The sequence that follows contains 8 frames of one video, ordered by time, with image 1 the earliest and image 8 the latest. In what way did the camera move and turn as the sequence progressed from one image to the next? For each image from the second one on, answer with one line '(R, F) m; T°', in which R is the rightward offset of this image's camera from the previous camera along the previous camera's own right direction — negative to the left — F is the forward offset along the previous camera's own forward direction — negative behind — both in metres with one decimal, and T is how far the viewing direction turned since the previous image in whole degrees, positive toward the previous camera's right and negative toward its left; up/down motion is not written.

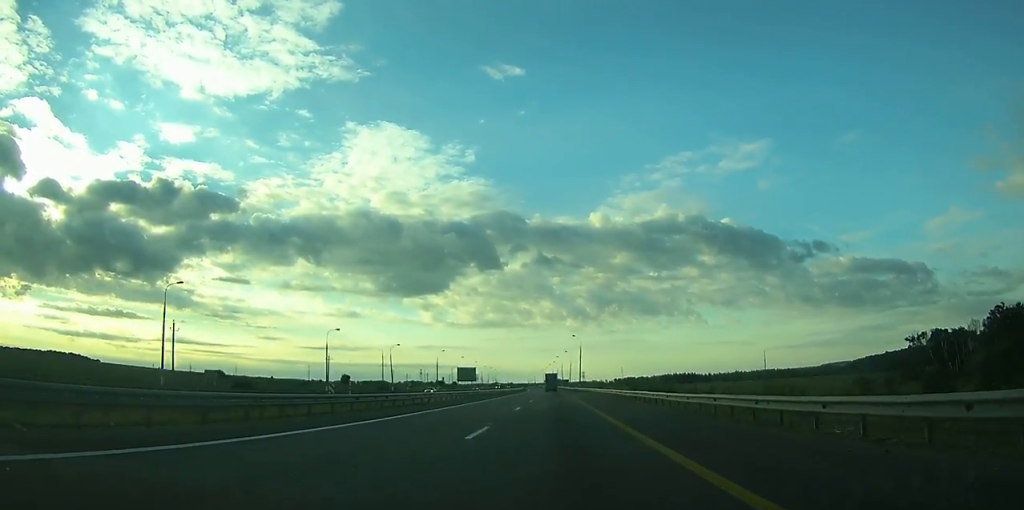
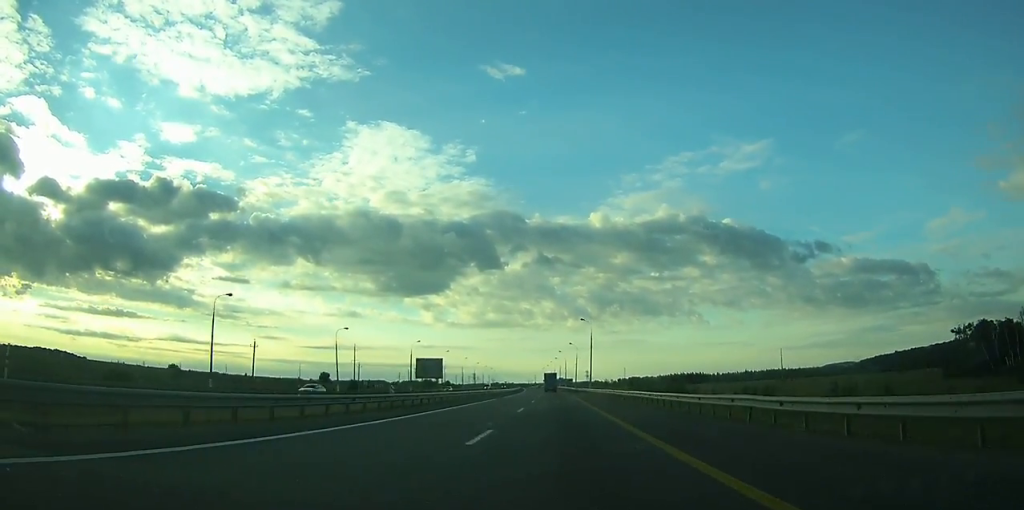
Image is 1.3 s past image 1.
(0.0, +33.8) m; 0°
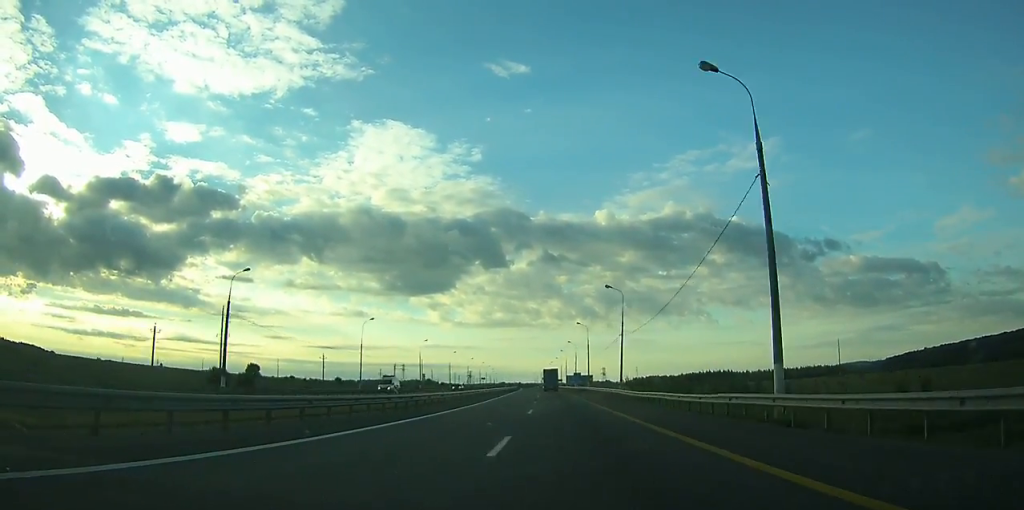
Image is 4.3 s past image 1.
(-0.5, +82.1) m; -1°
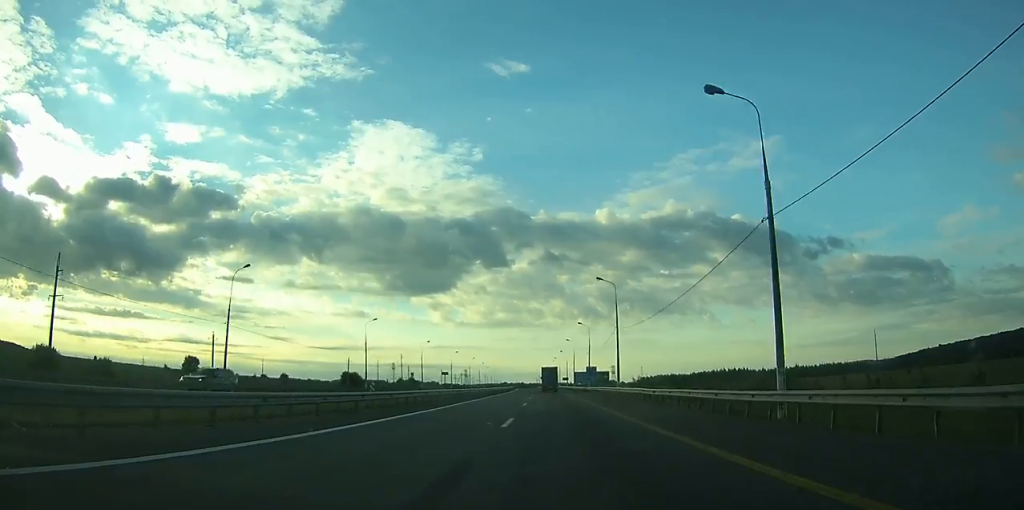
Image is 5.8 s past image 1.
(-0.3, +42.4) m; -1°
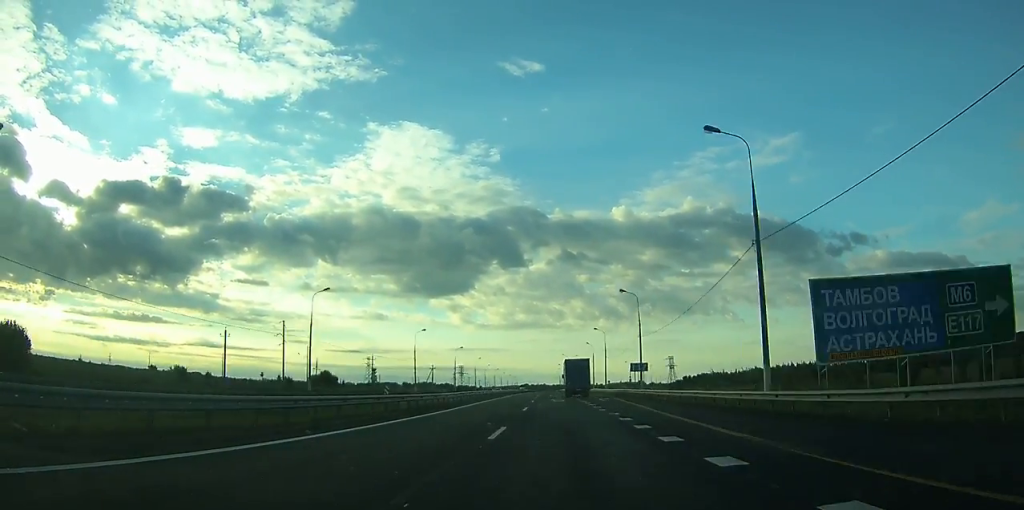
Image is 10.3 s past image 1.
(-2.2, +120.5) m; -2°
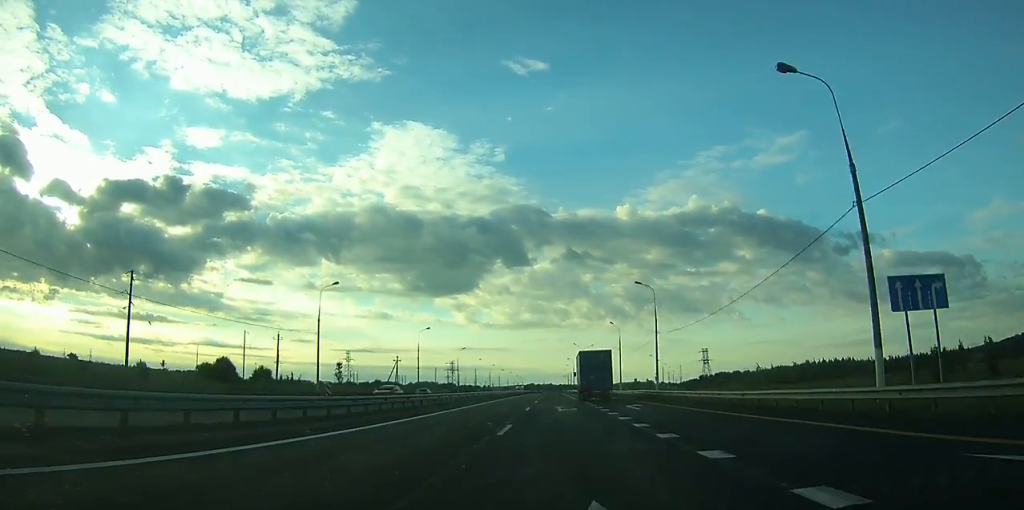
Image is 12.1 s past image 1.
(-0.3, +45.7) m; 0°
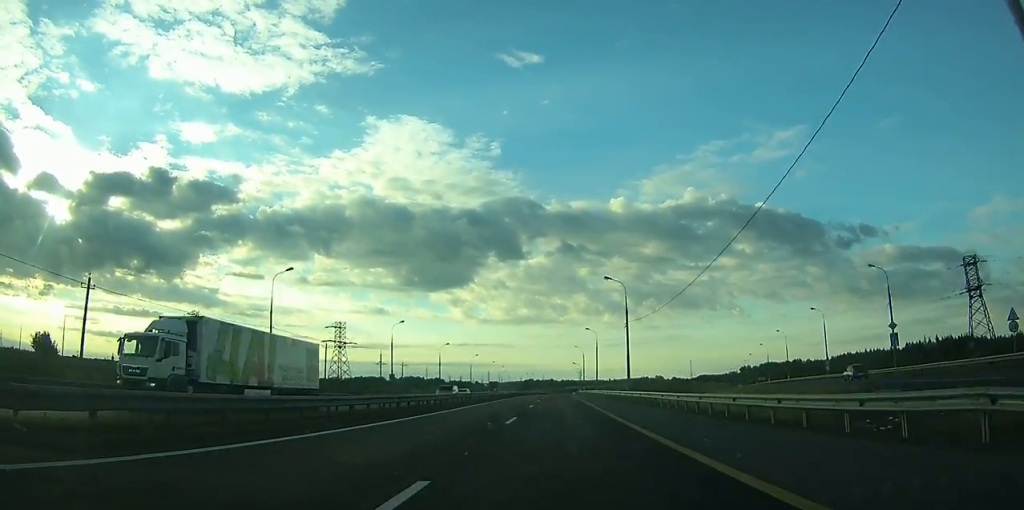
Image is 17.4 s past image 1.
(-0.3, +134.2) m; 0°
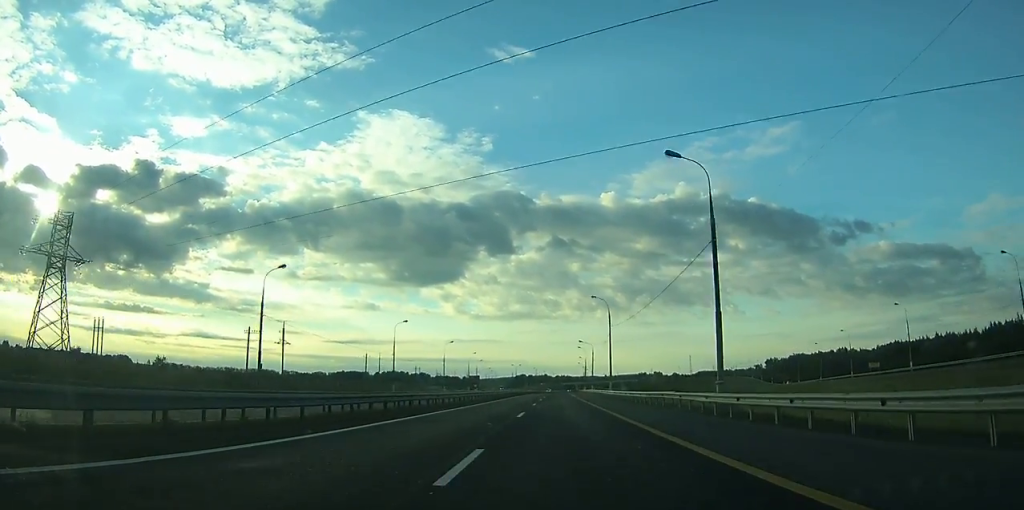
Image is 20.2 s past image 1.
(+0.1, +69.1) m; 0°
